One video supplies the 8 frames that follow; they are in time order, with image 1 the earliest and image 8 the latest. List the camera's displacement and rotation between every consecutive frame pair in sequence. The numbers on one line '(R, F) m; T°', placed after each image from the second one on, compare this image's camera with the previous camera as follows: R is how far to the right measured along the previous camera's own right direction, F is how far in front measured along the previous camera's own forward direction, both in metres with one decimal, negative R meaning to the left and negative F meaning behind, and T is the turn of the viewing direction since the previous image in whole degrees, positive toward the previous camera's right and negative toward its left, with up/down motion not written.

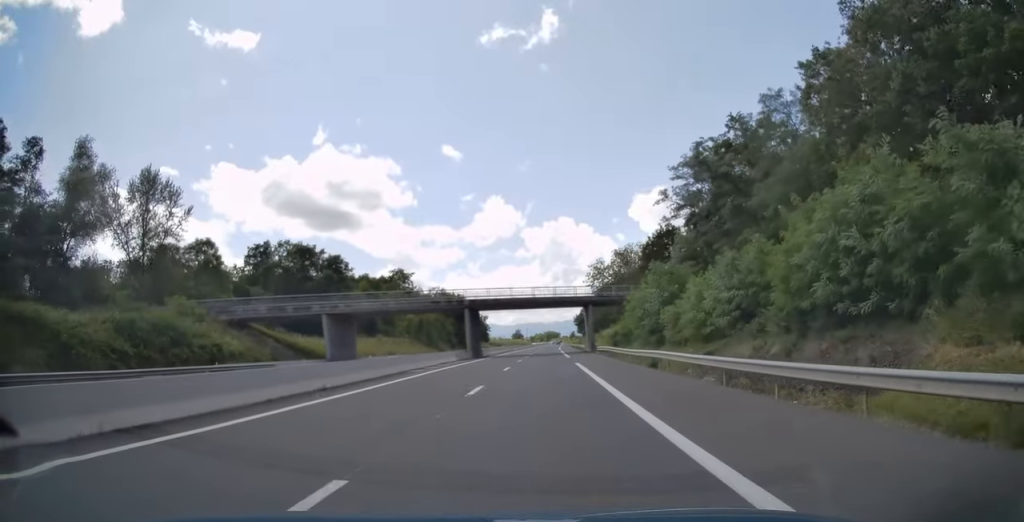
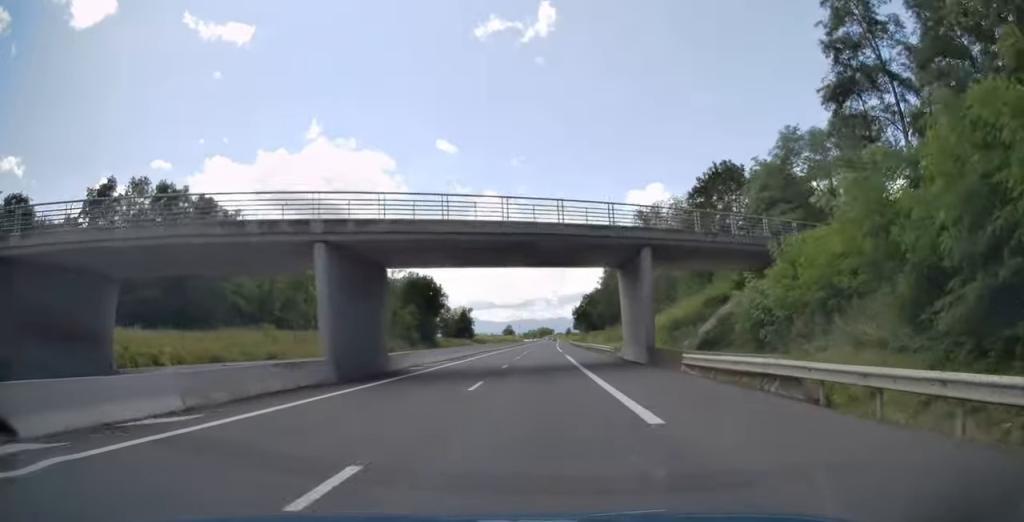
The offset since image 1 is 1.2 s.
(+0.5, +38.1) m; +1°
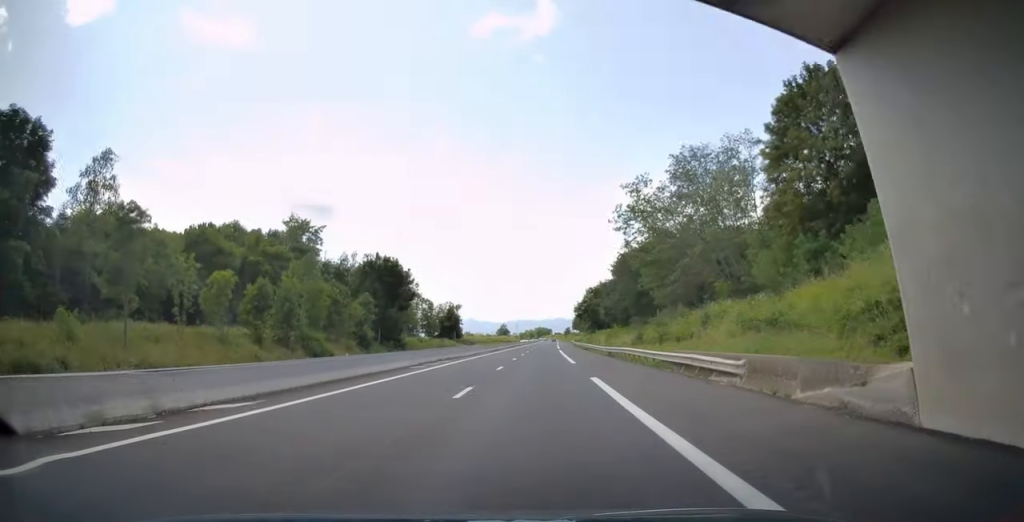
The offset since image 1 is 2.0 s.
(0.0, +27.9) m; +1°
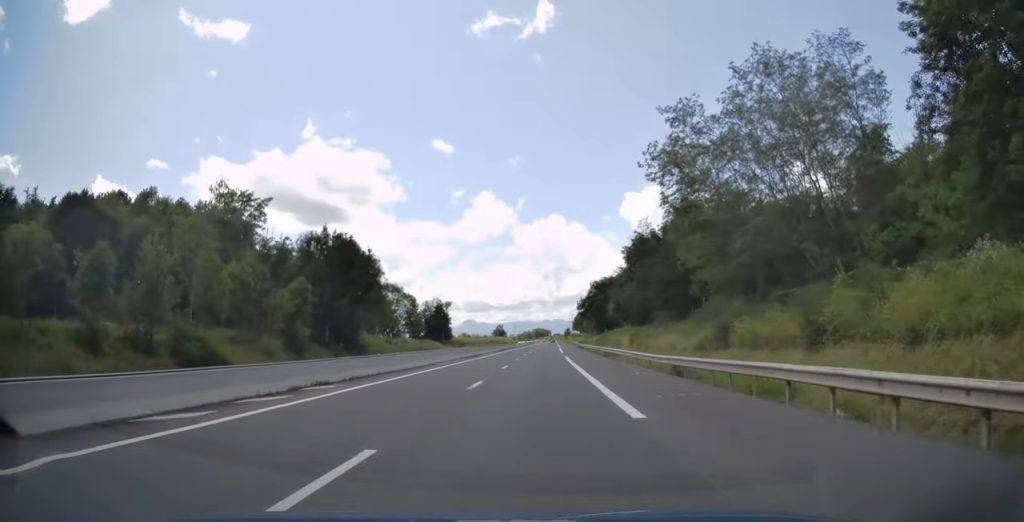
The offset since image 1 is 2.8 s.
(+0.3, +22.5) m; 0°
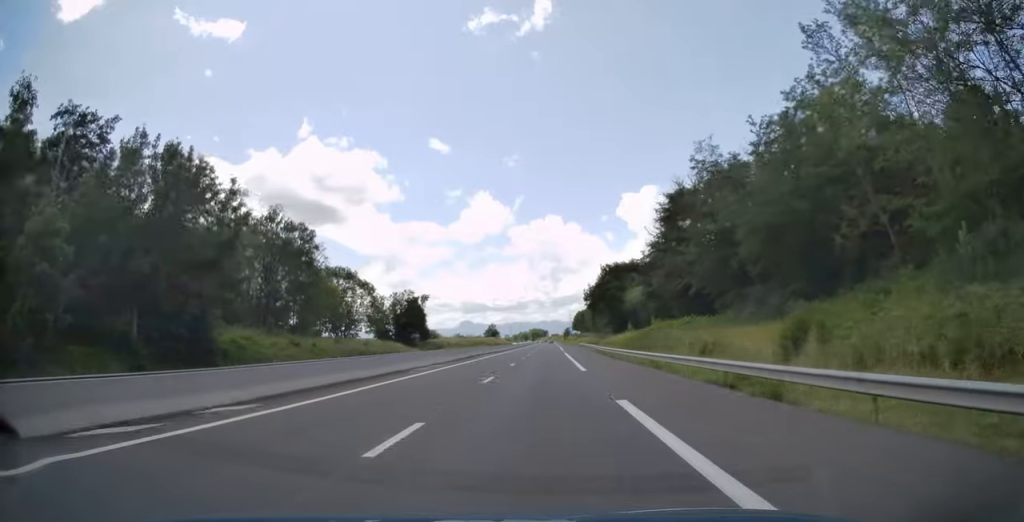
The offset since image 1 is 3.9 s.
(-0.4, +36.0) m; 0°
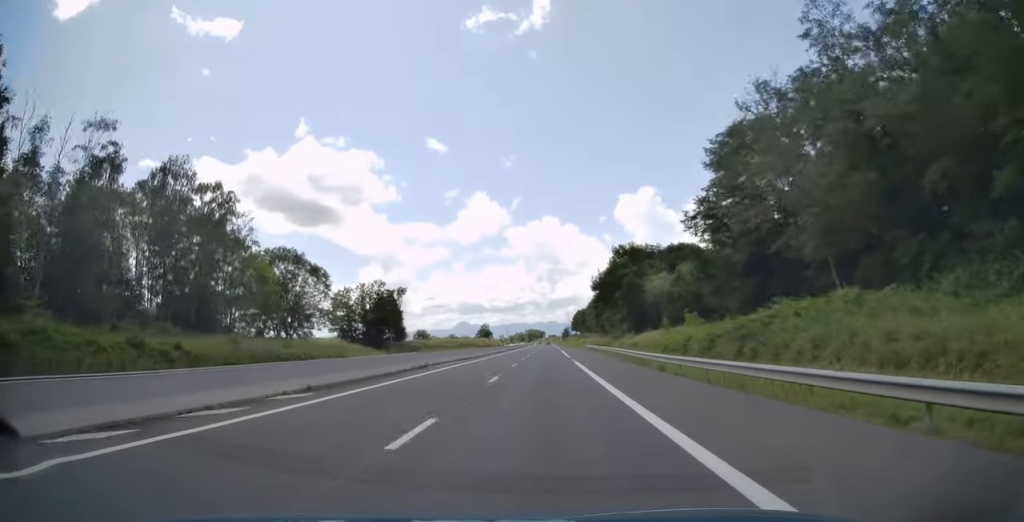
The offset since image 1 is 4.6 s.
(+0.3, +25.2) m; 0°
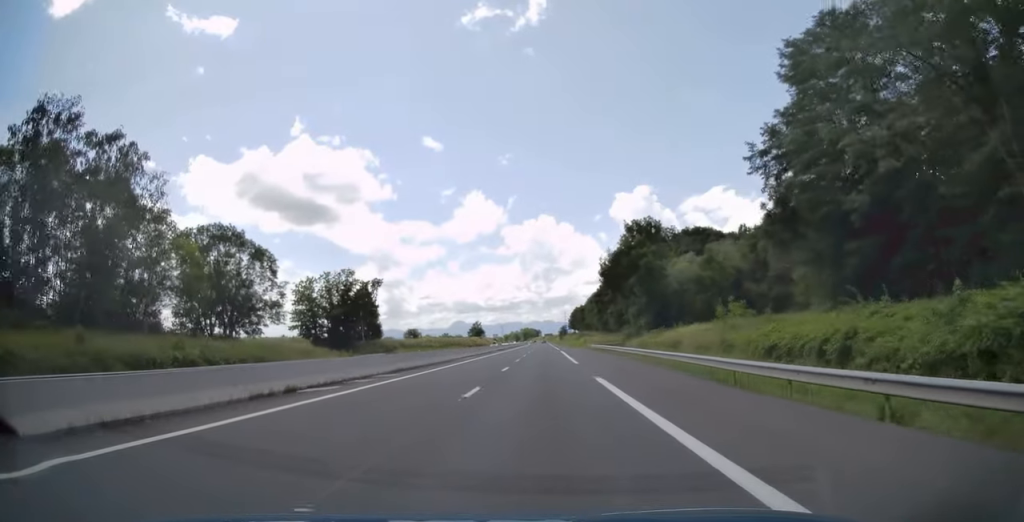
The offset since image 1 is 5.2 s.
(+0.1, +18.8) m; 0°
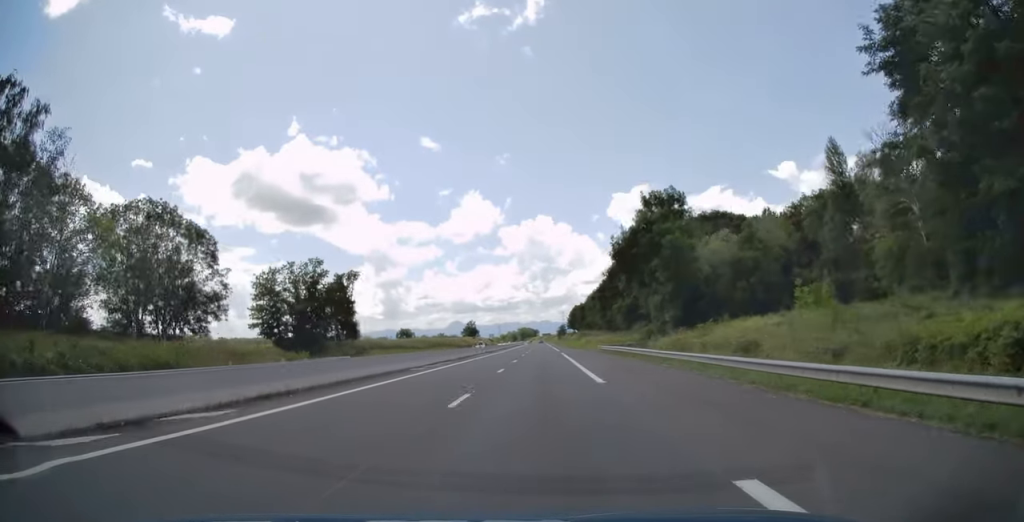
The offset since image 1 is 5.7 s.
(0.0, +15.0) m; 0°
